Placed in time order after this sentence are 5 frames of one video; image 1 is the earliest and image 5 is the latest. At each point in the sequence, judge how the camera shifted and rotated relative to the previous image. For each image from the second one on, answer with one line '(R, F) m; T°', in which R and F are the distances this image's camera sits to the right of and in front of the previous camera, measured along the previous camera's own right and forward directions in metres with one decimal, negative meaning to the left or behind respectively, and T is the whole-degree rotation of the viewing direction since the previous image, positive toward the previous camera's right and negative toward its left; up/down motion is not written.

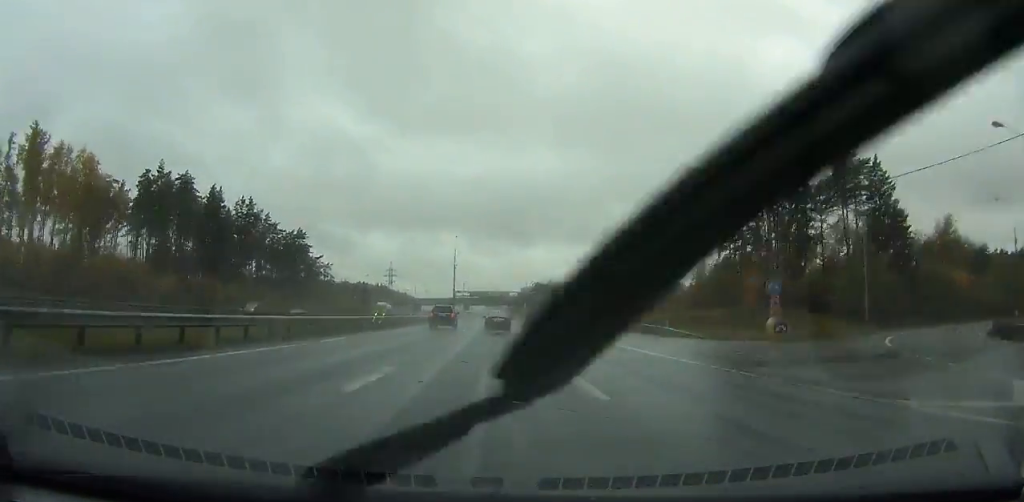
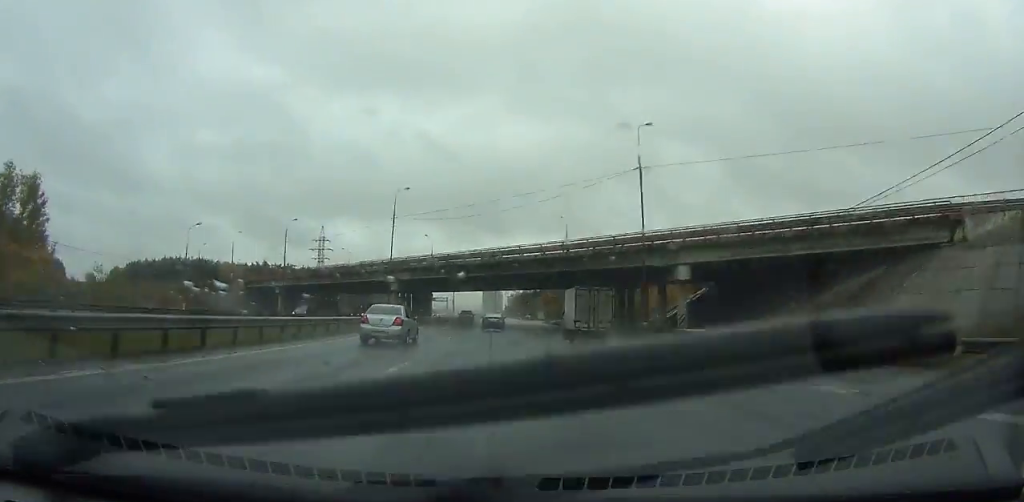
(-0.4, +175.3) m; 0°
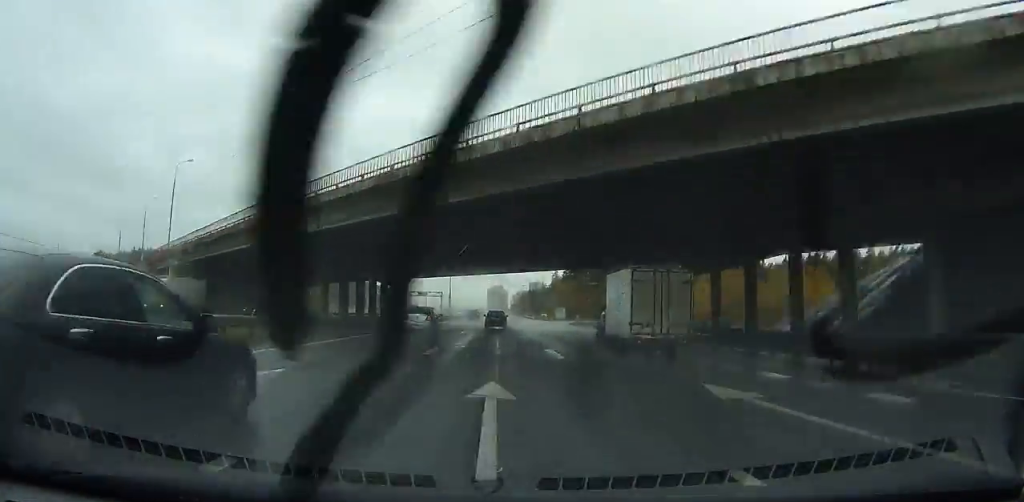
(0.0, +41.5) m; 0°
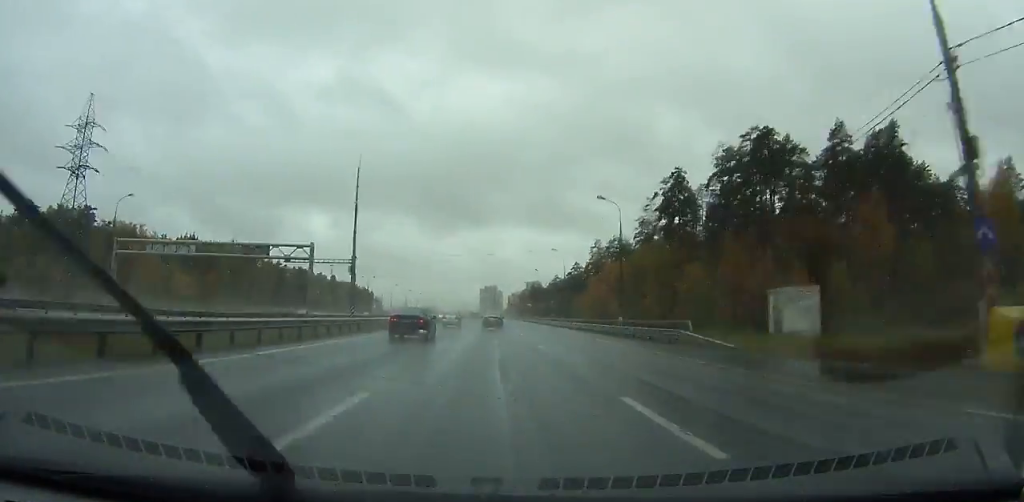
(0.0, +125.7) m; 0°
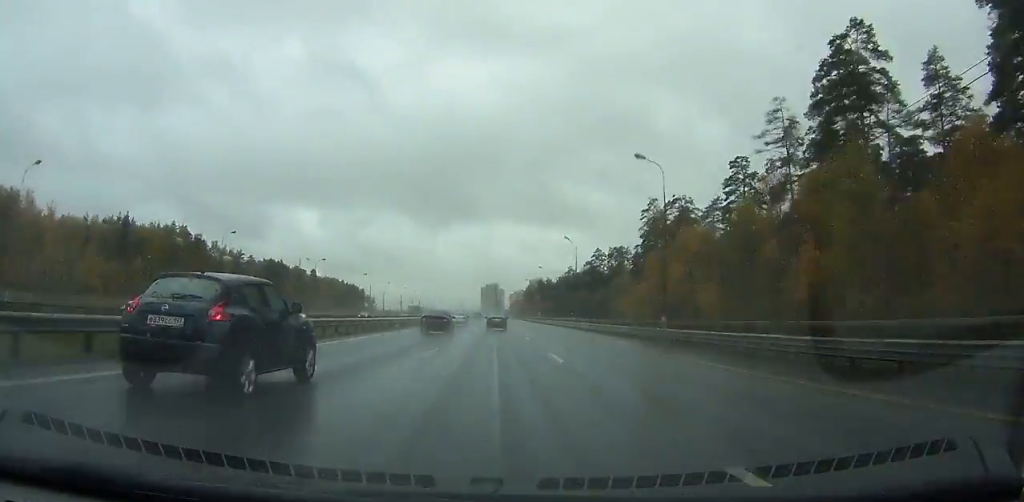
(-0.1, +53.1) m; 0°
